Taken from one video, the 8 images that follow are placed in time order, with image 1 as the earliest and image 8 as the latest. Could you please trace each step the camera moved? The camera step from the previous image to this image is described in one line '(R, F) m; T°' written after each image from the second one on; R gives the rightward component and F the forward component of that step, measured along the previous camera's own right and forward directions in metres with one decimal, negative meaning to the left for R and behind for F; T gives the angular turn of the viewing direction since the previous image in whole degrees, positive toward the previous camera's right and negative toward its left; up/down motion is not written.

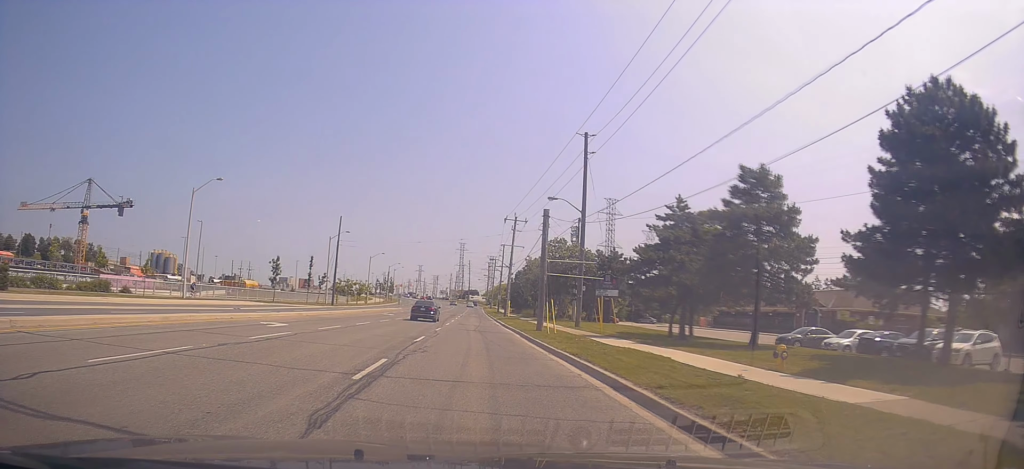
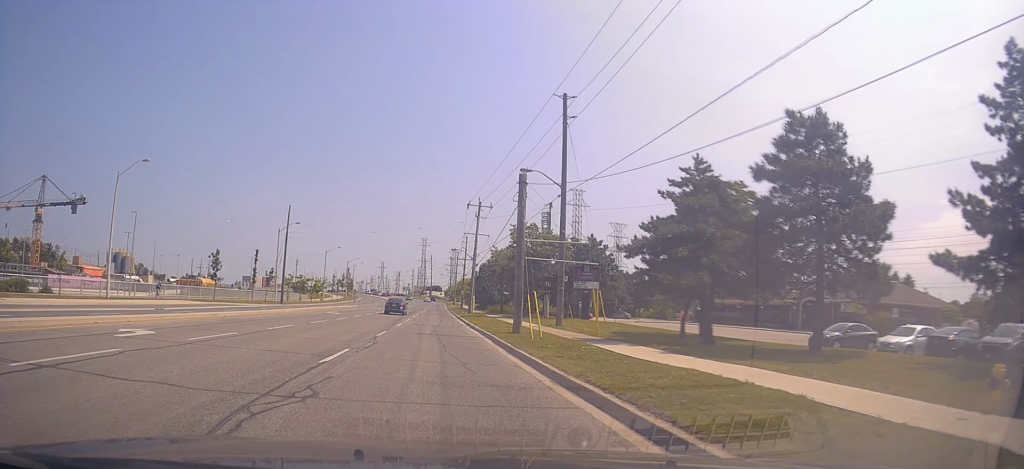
(+0.7, +5.8) m; +8°
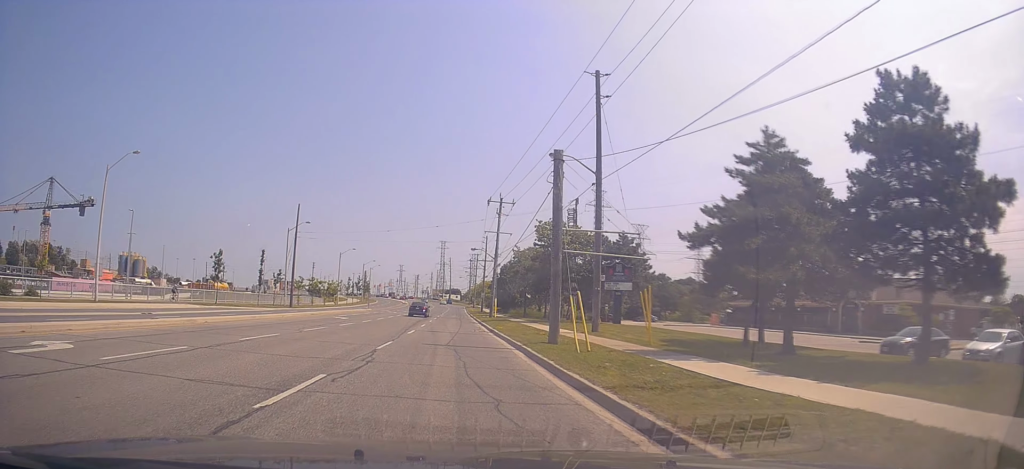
(+0.1, +3.5) m; +1°
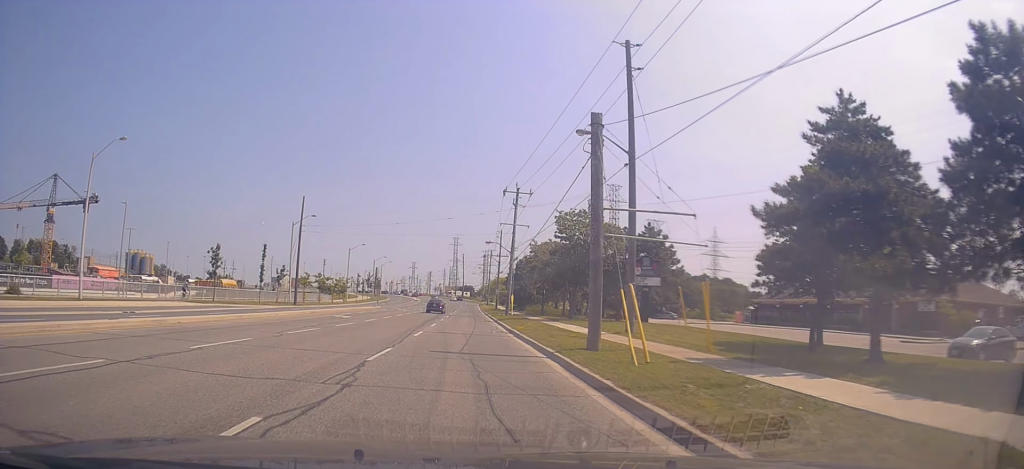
(0.0, +3.6) m; +1°
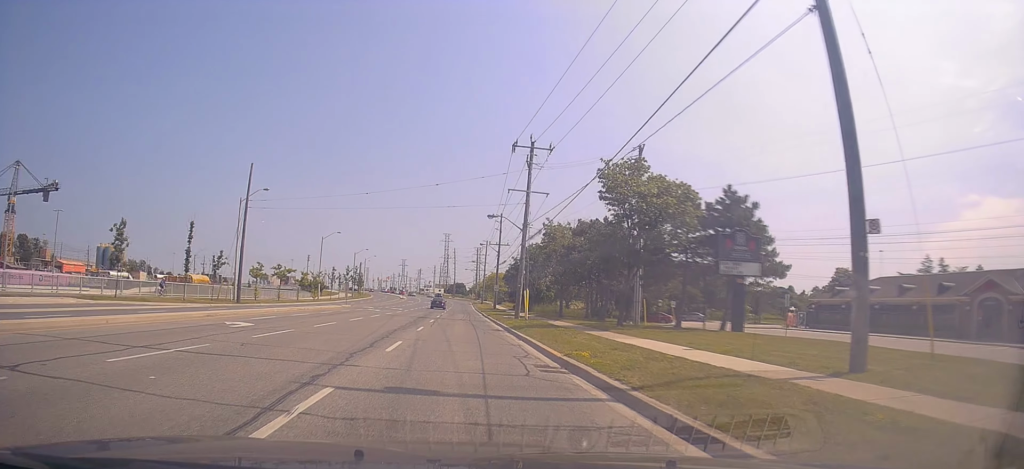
(0.0, +14.9) m; -3°
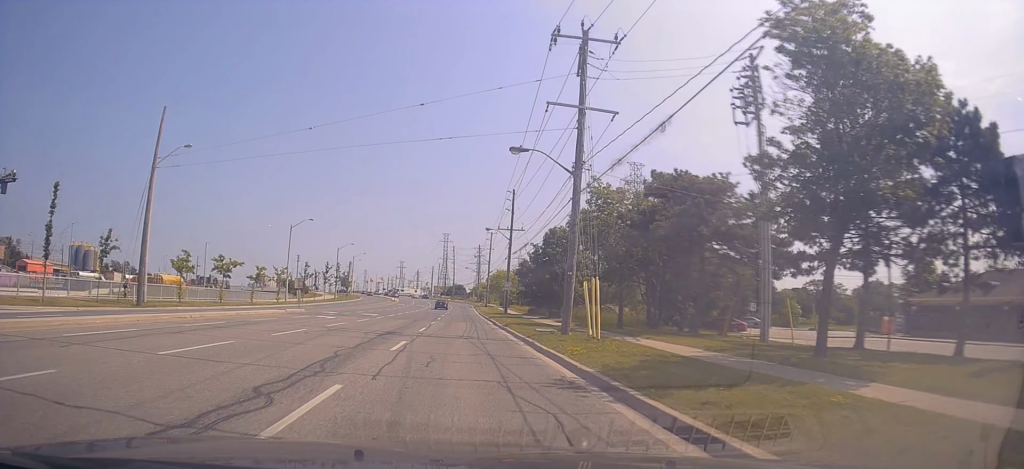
(-0.8, +16.6) m; -1°
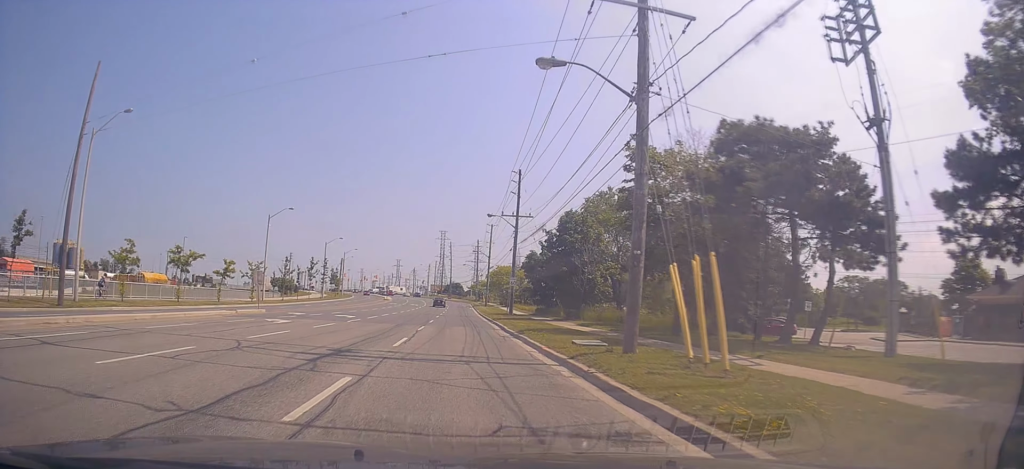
(+0.2, +8.2) m; +1°
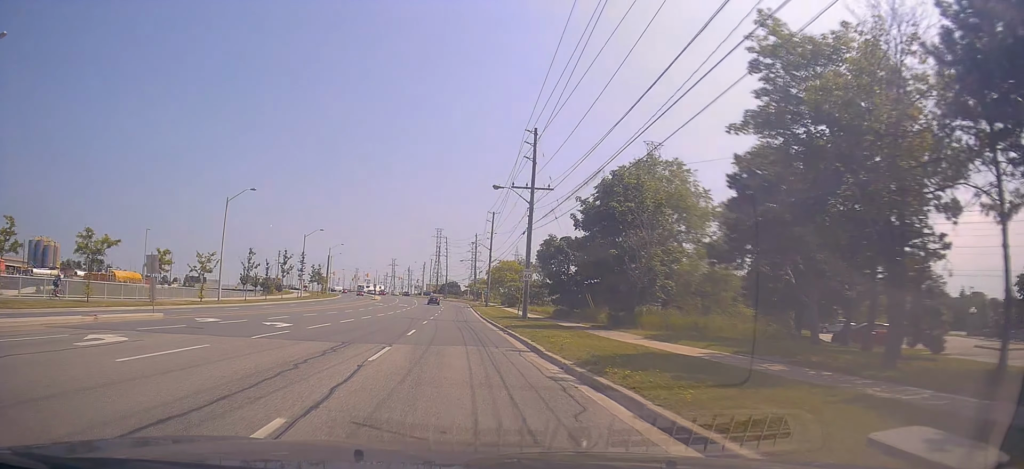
(+0.1, +12.2) m; +2°
